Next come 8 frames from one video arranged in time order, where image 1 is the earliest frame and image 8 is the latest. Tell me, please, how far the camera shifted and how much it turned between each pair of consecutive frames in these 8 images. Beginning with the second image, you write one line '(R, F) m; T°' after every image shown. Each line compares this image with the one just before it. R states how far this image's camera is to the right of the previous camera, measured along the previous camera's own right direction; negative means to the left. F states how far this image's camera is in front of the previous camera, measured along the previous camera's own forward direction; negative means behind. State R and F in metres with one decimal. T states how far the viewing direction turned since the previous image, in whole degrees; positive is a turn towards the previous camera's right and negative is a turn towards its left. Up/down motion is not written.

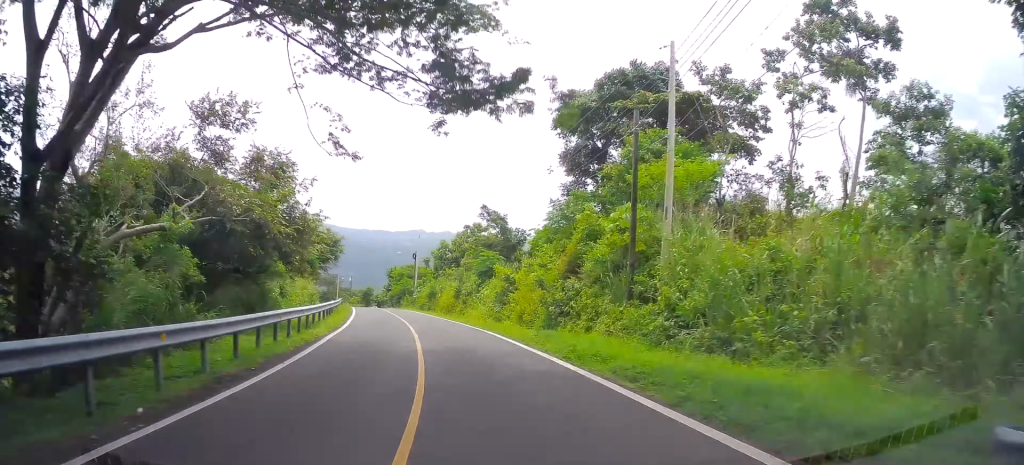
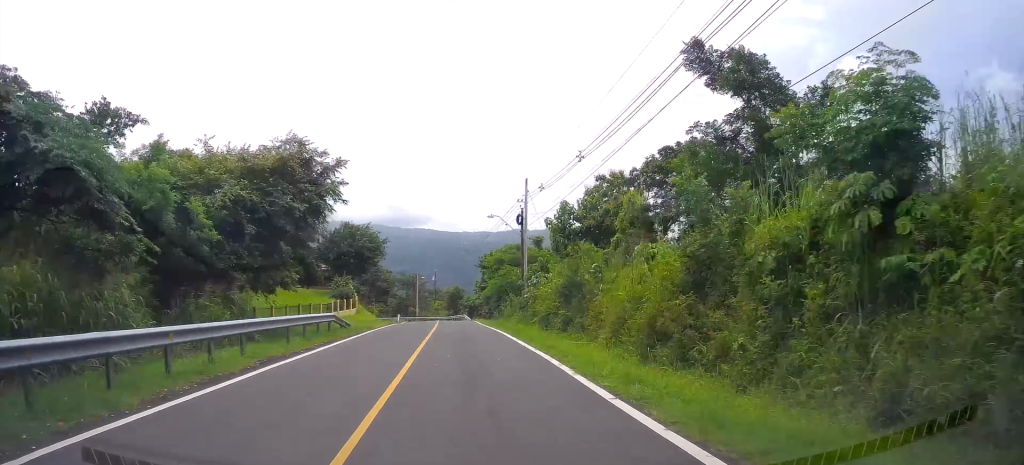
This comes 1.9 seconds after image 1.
(-3.7, +36.4) m; -10°
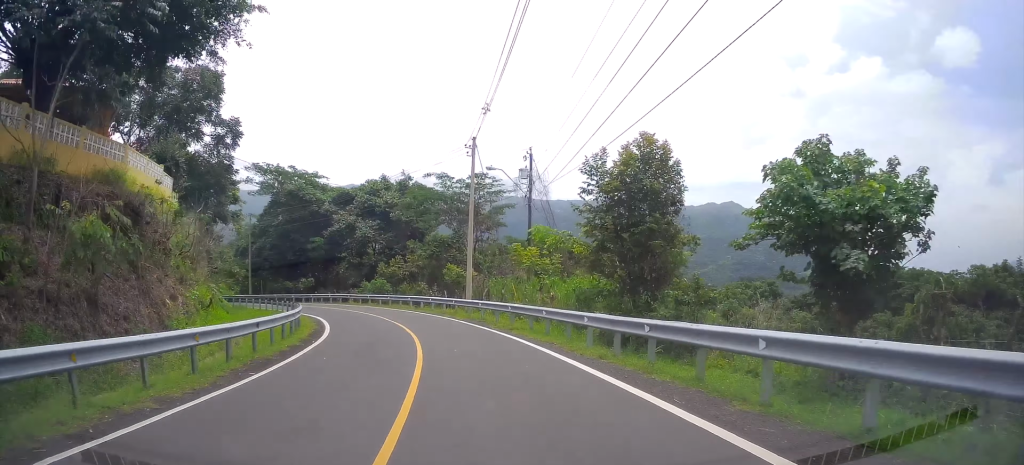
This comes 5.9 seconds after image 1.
(-12.3, +72.6) m; -19°
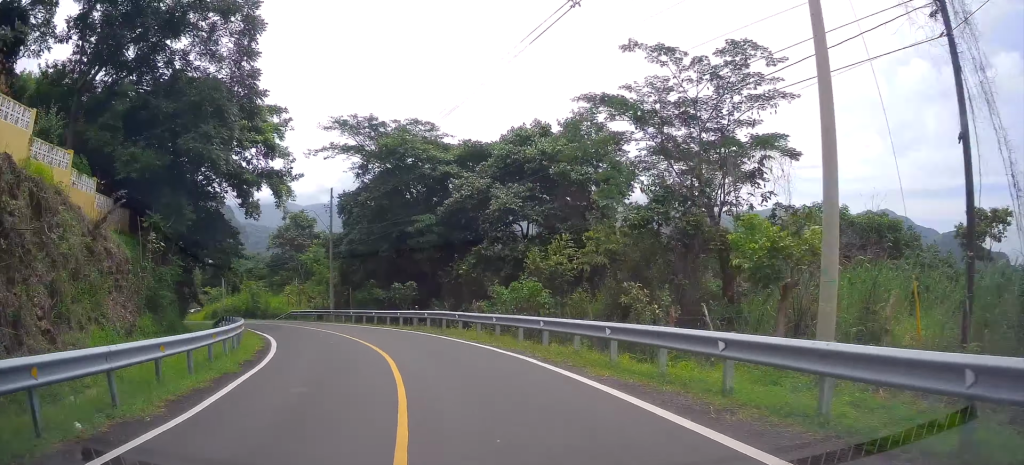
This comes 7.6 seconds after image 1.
(-1.2, +28.0) m; -11°
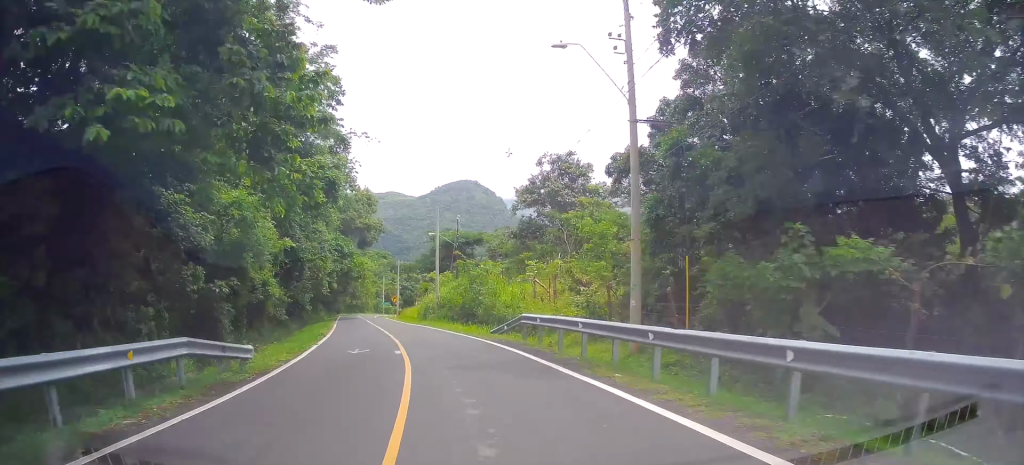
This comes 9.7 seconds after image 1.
(-5.8, +32.1) m; -19°
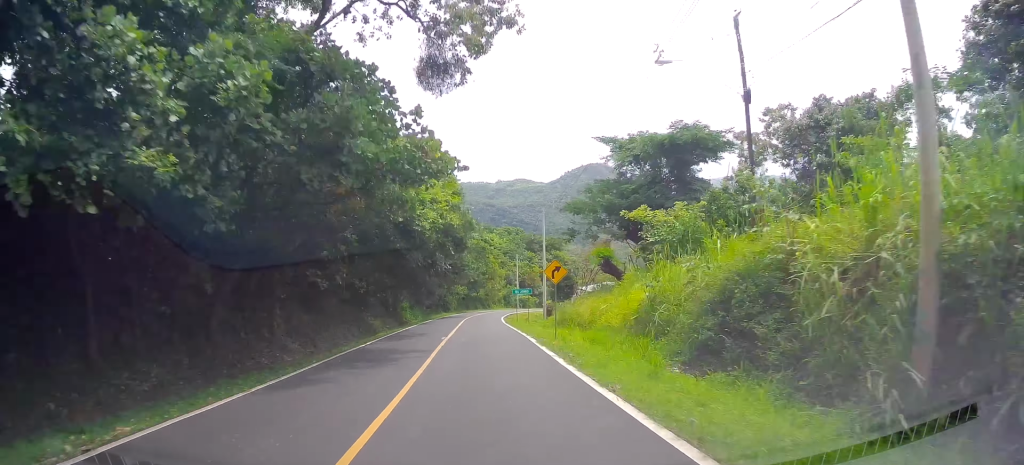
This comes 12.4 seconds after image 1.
(-9.2, +42.7) m; -18°
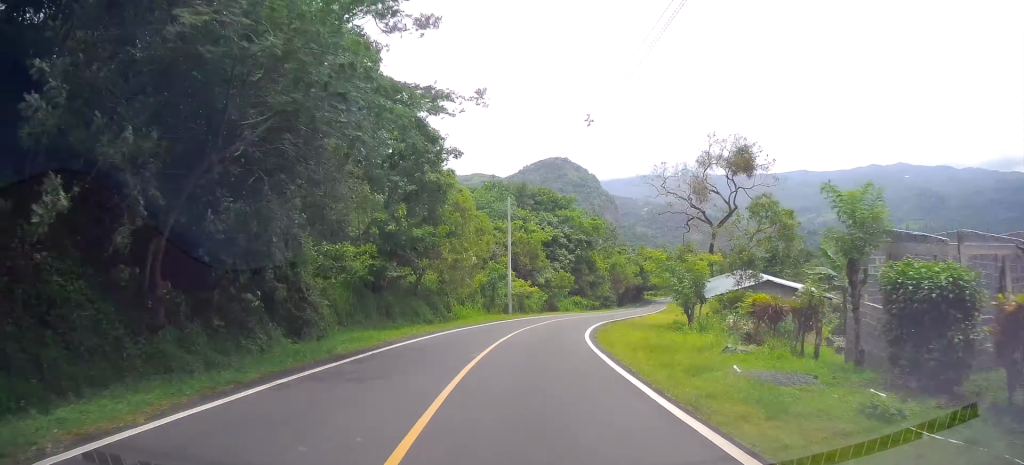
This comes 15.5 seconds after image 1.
(-4.2, +54.2) m; -2°
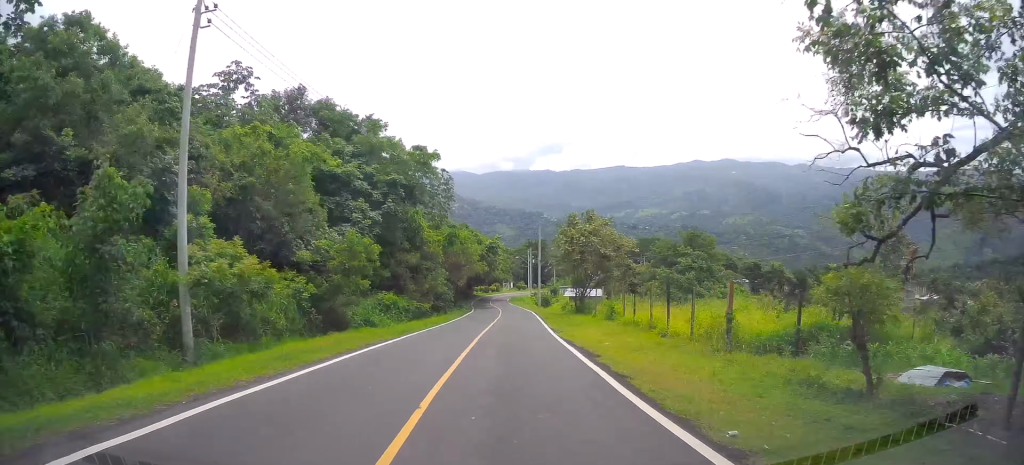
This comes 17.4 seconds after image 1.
(+2.0, +35.2) m; +8°
